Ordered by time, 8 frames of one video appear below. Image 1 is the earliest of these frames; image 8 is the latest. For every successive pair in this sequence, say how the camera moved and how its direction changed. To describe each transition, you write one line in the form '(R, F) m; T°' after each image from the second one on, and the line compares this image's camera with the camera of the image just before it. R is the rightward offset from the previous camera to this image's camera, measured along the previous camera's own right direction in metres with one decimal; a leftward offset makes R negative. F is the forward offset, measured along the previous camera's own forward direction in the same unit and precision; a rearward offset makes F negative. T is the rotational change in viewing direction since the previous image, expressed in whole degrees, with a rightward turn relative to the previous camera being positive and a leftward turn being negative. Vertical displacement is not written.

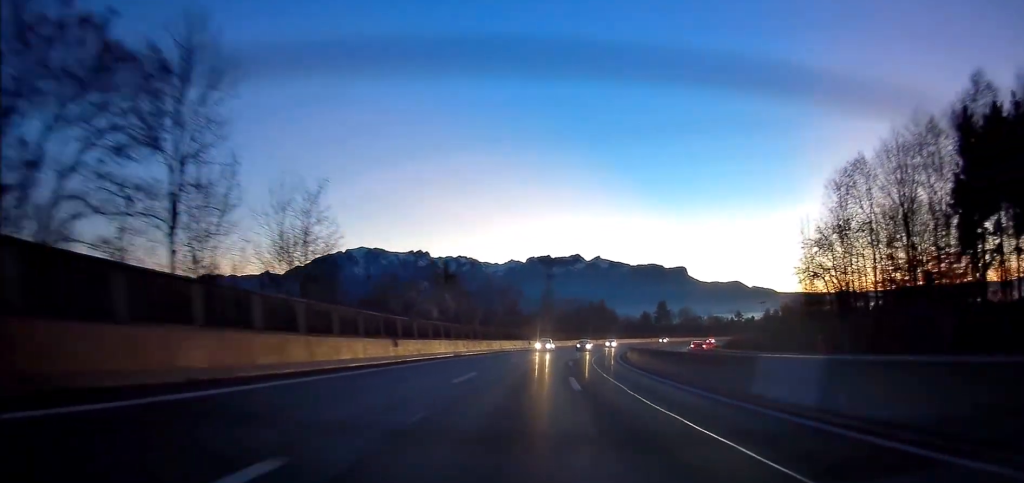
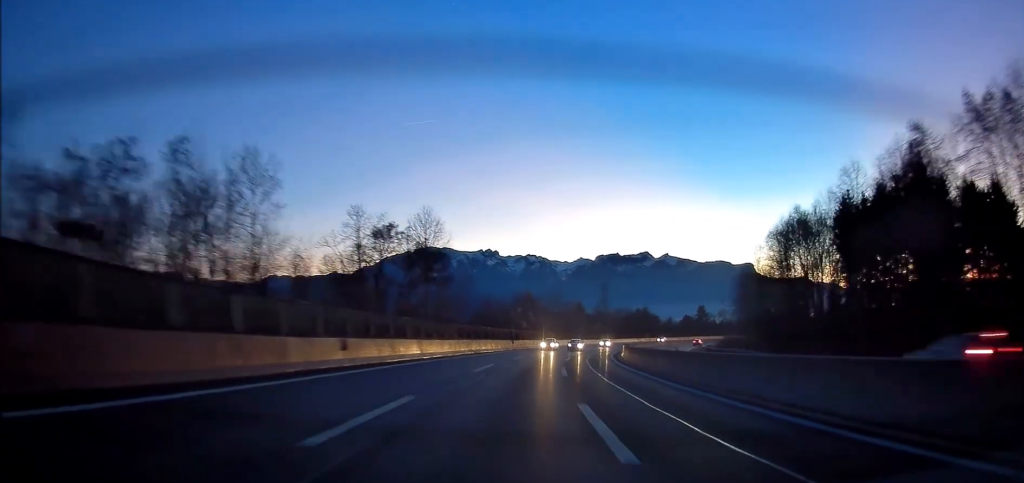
(-2.4, +43.3) m; -7°
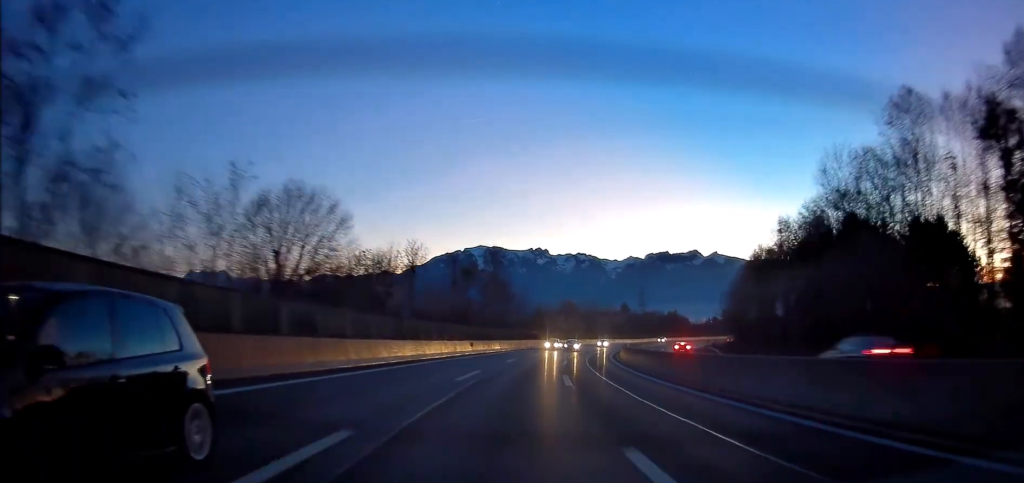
(-1.5, +30.6) m; -5°
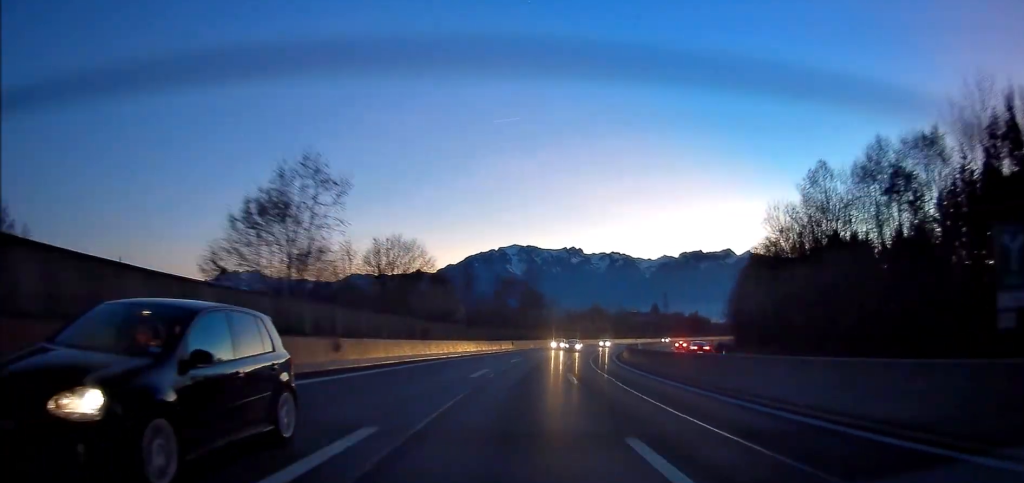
(-0.5, +18.8) m; -3°
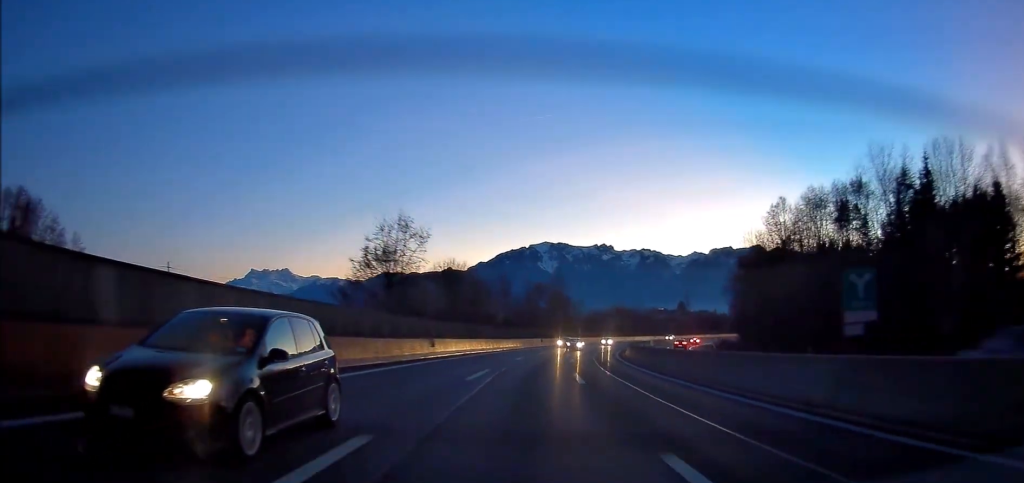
(-0.5, +17.8) m; -3°
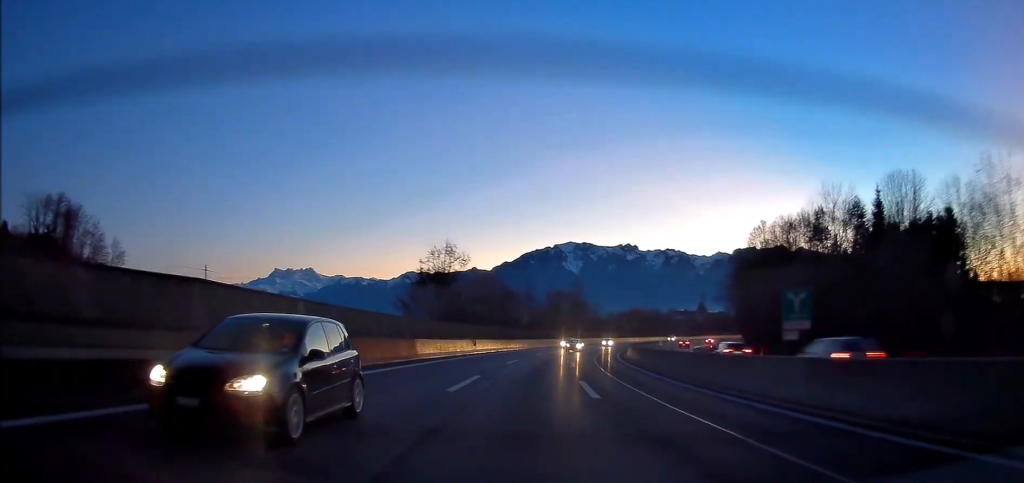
(-0.1, +13.8) m; -2°
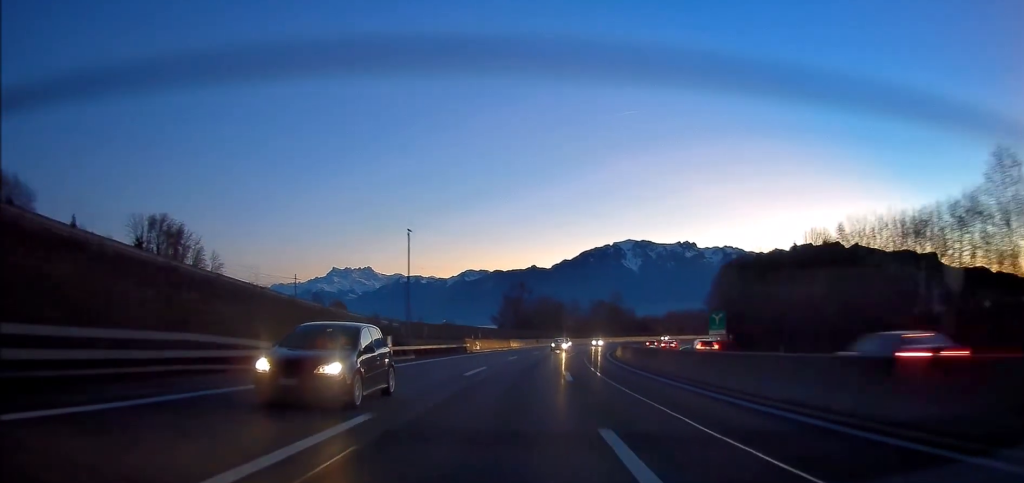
(-2.5, +41.6) m; -6°
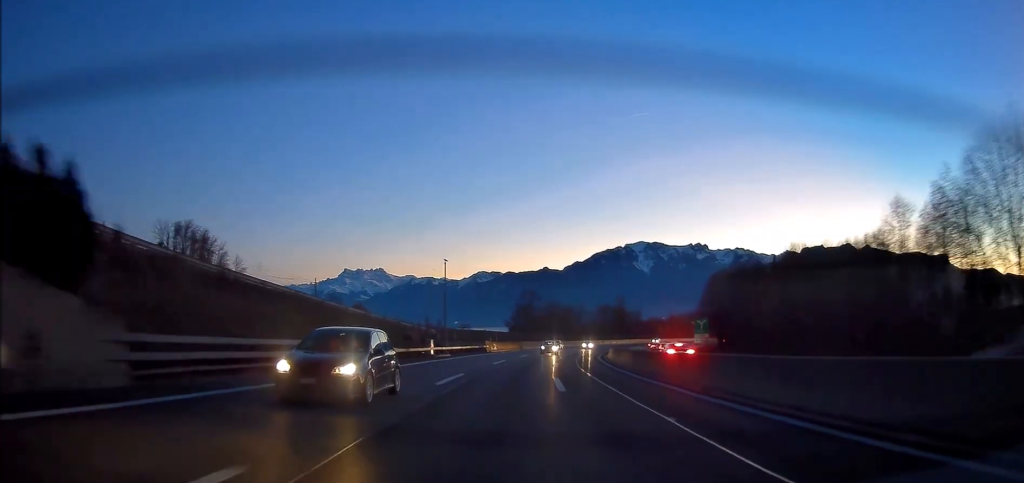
(-0.3, +14.0) m; -1°
